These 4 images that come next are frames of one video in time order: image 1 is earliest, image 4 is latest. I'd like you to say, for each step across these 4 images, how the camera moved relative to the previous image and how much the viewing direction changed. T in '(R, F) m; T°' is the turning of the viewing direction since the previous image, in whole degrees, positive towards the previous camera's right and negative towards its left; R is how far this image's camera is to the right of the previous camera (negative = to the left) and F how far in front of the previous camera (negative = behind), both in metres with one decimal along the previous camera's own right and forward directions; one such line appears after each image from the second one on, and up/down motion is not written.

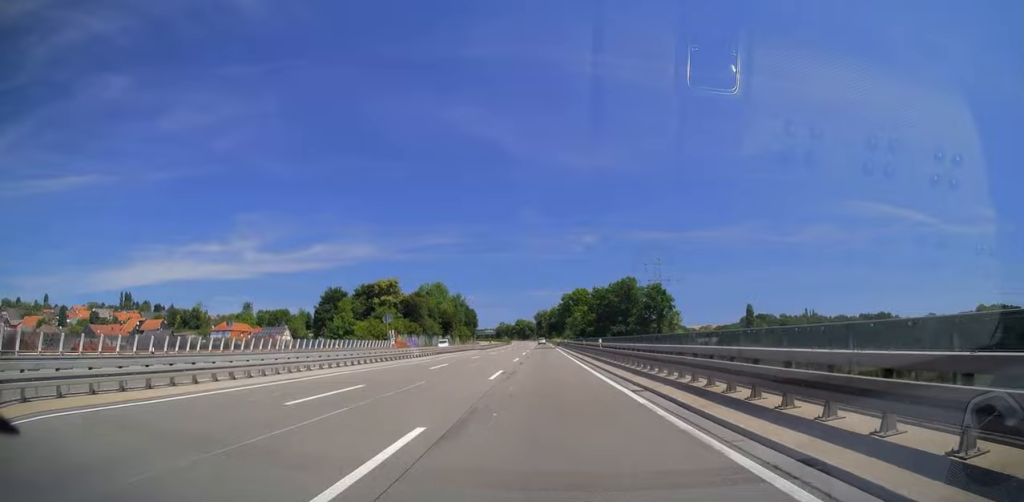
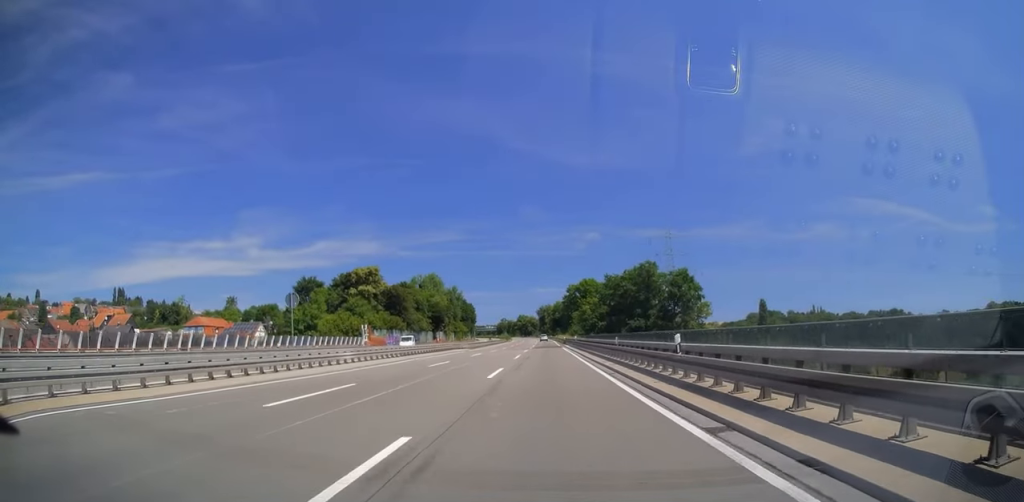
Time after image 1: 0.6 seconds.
(-0.1, +19.1) m; 0°
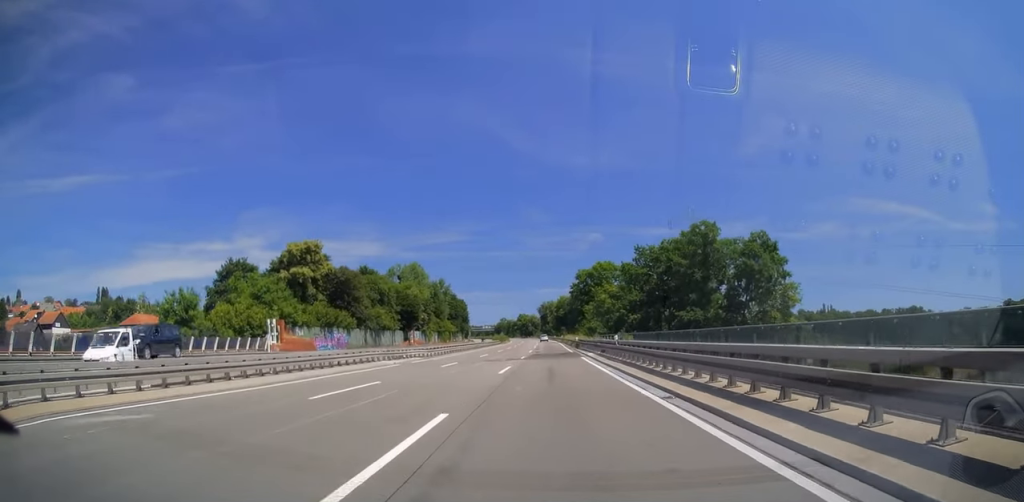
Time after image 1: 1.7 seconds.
(-0.2, +33.8) m; 0°
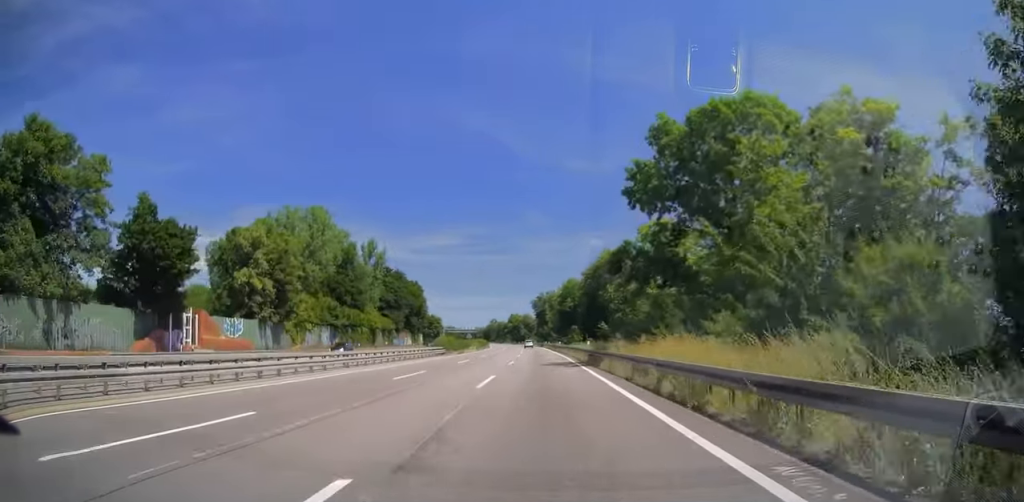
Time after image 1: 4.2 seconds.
(+0.7, +81.5) m; 0°
